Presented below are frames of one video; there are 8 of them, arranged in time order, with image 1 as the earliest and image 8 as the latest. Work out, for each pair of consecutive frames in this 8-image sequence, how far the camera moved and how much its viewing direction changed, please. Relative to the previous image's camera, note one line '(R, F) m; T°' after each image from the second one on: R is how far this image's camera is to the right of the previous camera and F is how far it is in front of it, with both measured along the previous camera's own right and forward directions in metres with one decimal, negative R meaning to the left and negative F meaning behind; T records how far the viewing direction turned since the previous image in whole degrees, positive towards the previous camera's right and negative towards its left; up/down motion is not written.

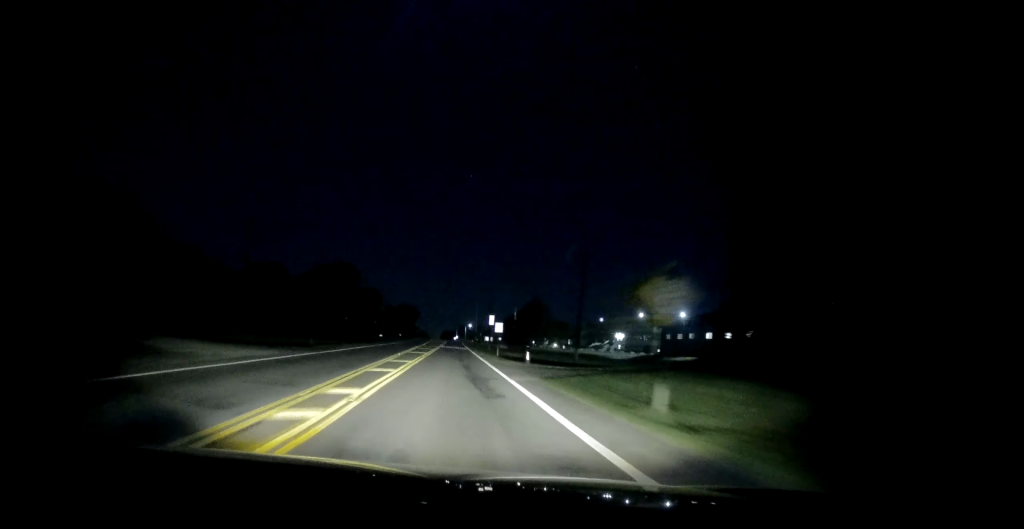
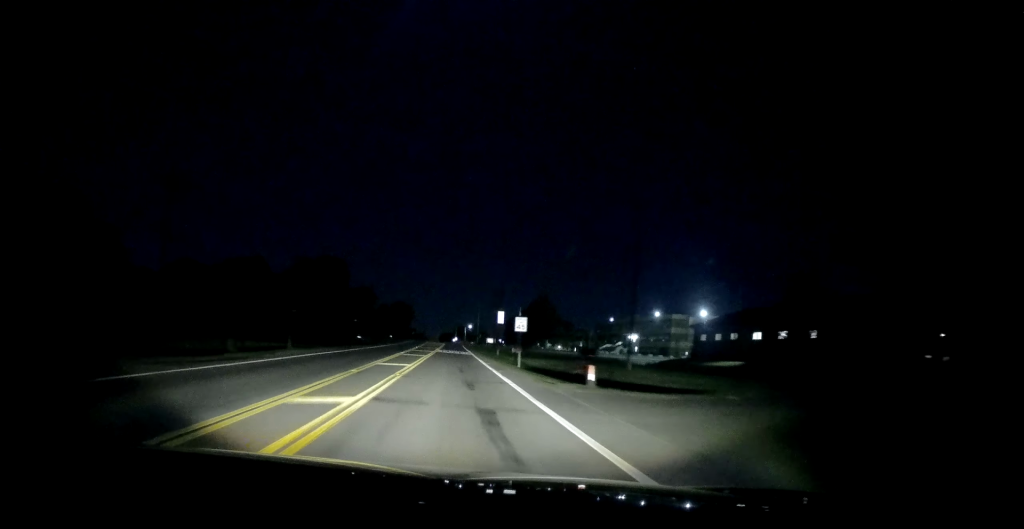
(-0.3, +15.9) m; -1°
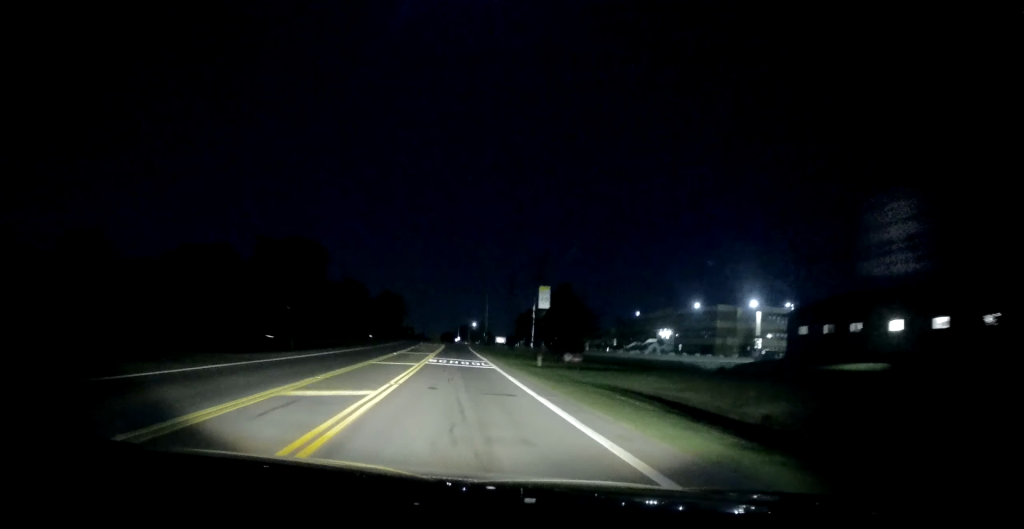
(+0.3, +28.0) m; +1°
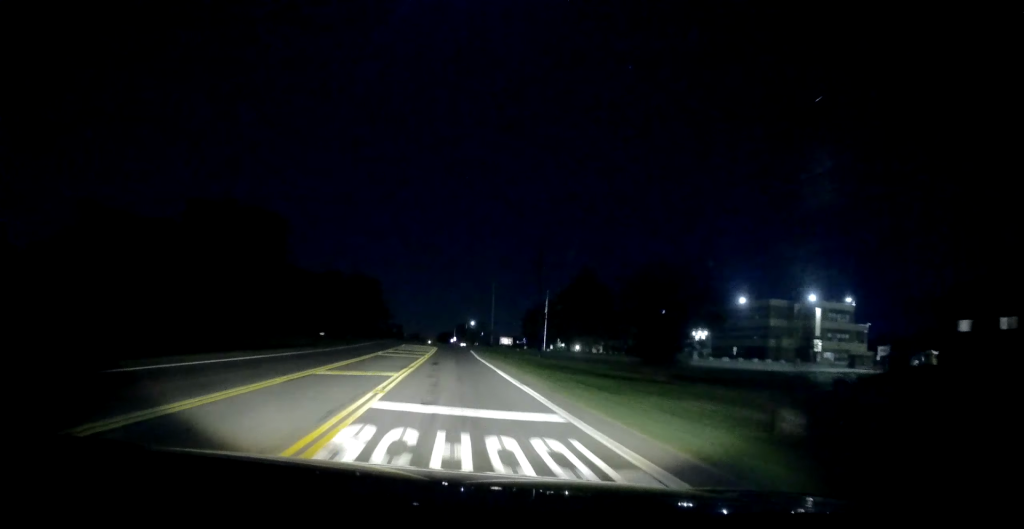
(+0.3, +26.5) m; +1°
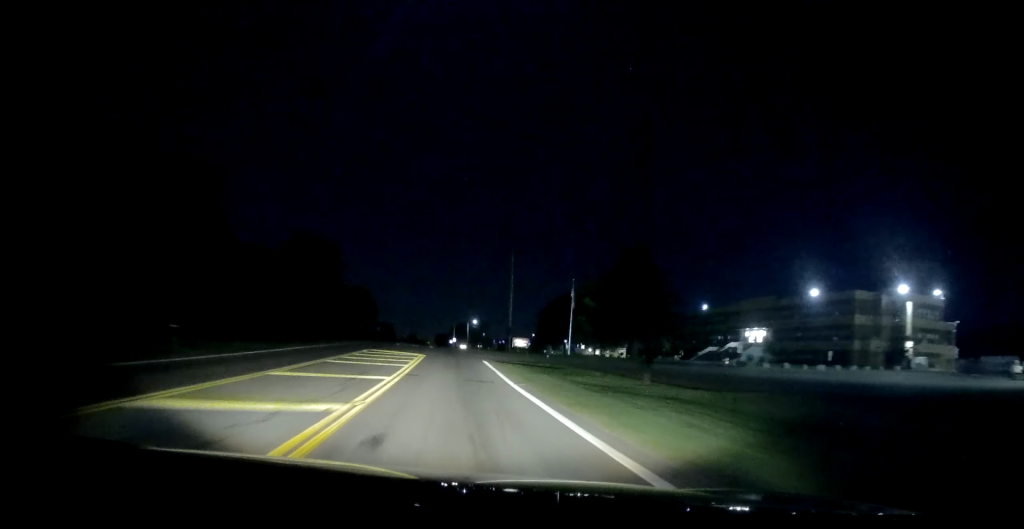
(-0.1, +27.3) m; -1°
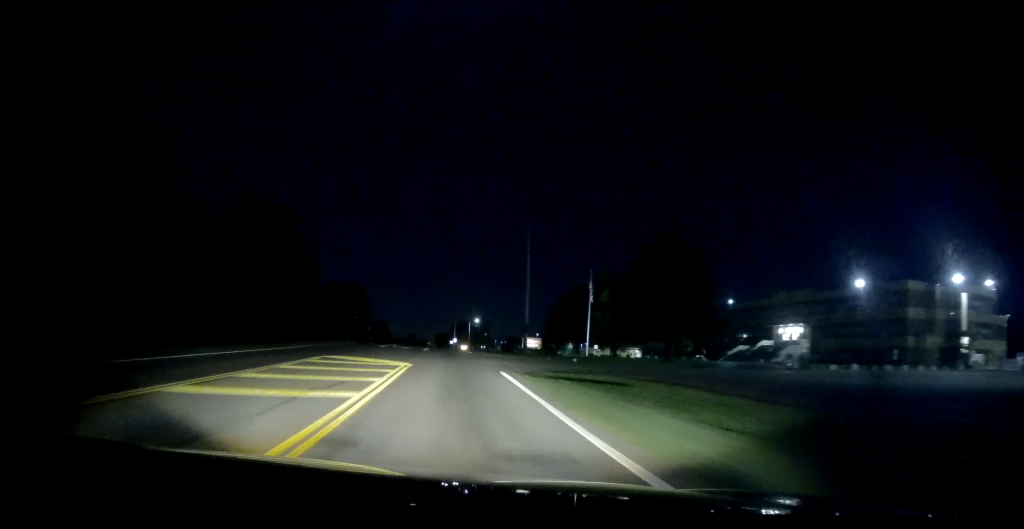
(-0.4, +12.8) m; 0°
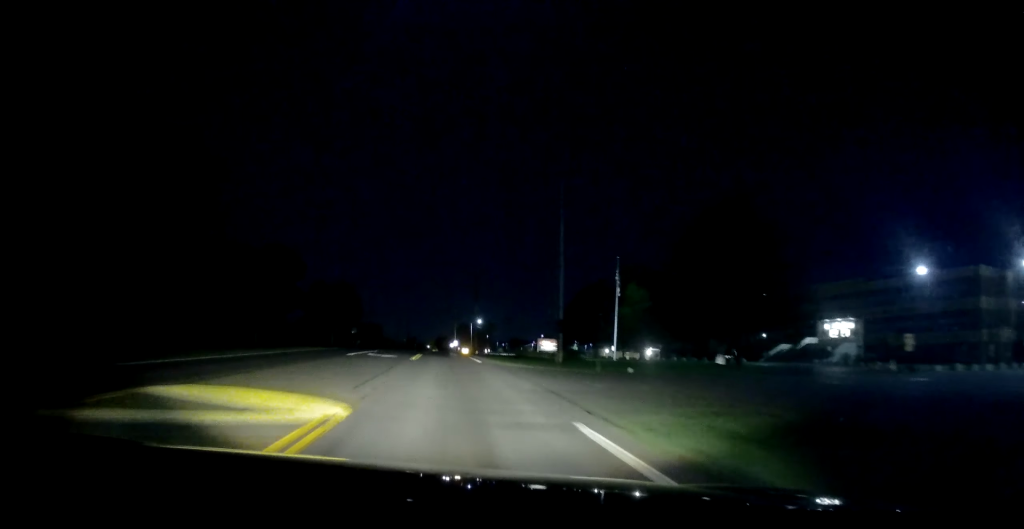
(+0.3, +14.3) m; 0°
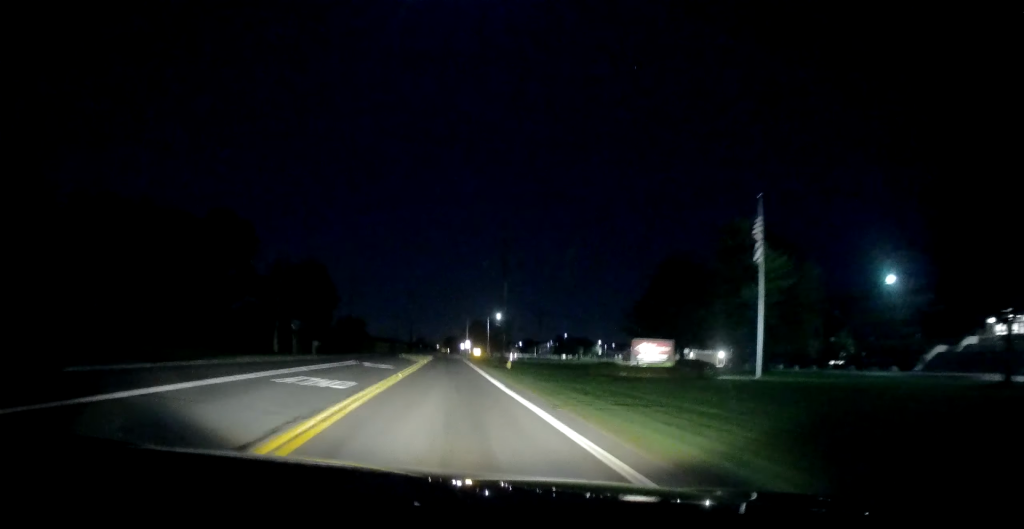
(-0.1, +33.4) m; -1°
